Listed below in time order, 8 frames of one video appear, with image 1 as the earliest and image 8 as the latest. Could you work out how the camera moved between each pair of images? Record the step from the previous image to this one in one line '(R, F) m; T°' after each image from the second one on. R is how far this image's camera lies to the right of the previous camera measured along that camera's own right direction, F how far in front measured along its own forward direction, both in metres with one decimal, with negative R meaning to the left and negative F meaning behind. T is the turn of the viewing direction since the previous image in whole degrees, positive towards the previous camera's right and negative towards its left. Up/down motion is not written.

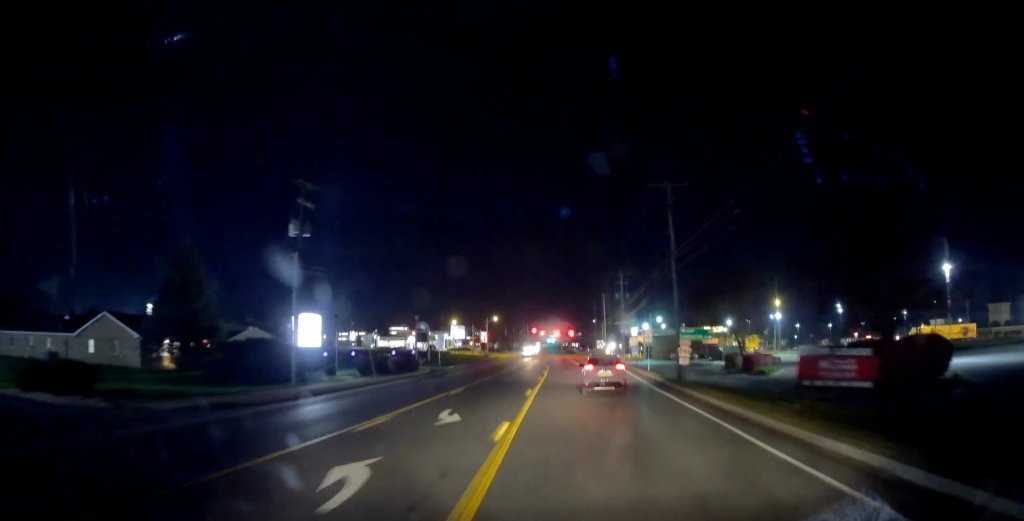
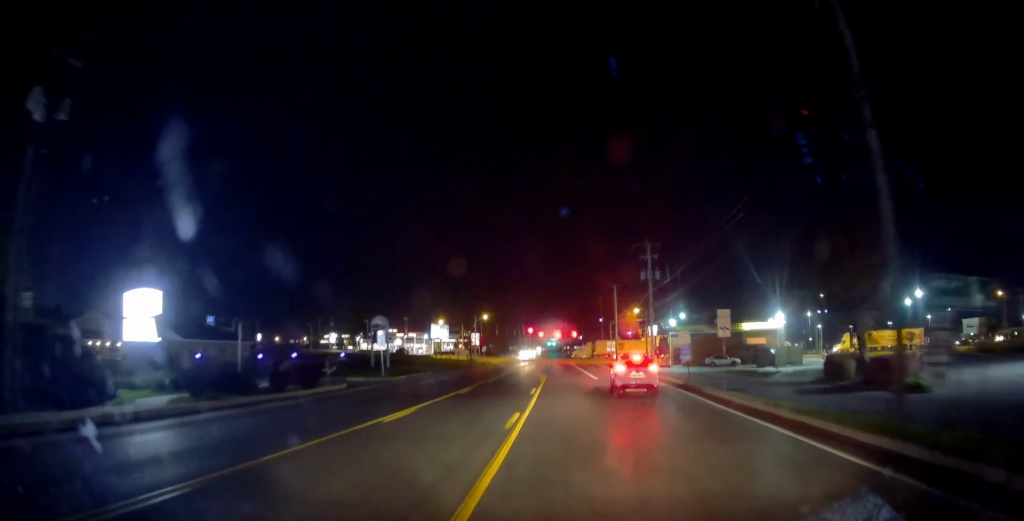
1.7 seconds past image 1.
(-0.1, +22.3) m; -1°
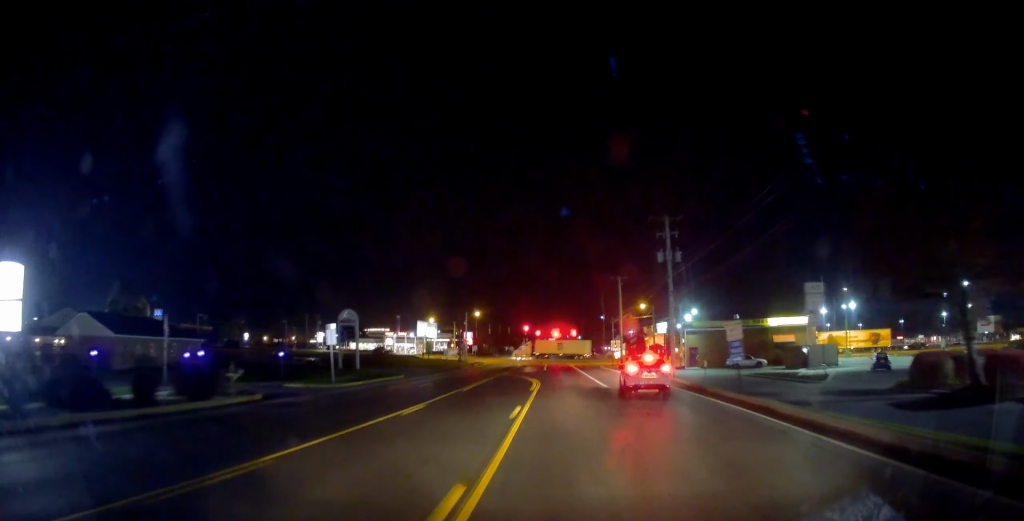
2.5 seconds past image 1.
(0.0, +10.1) m; 0°
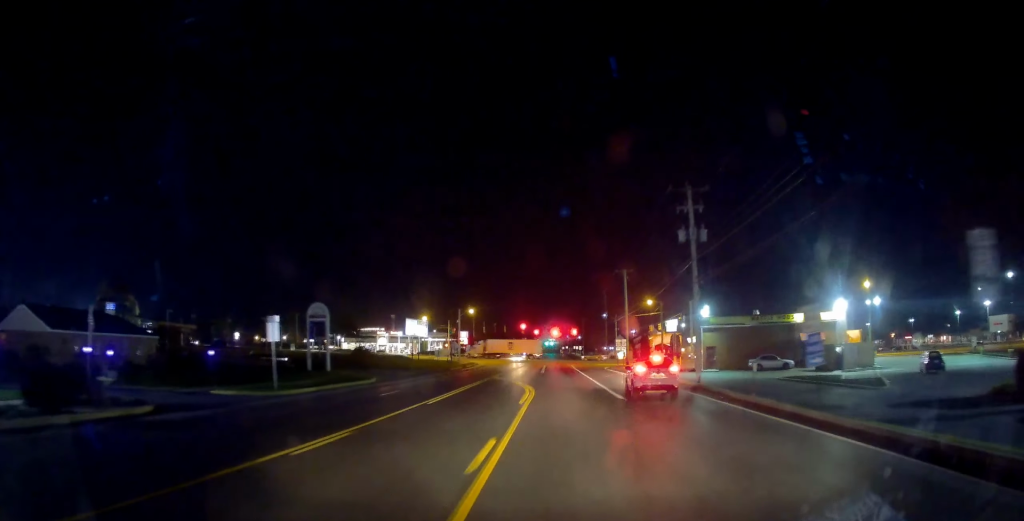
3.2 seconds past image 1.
(+0.1, +7.9) m; 0°
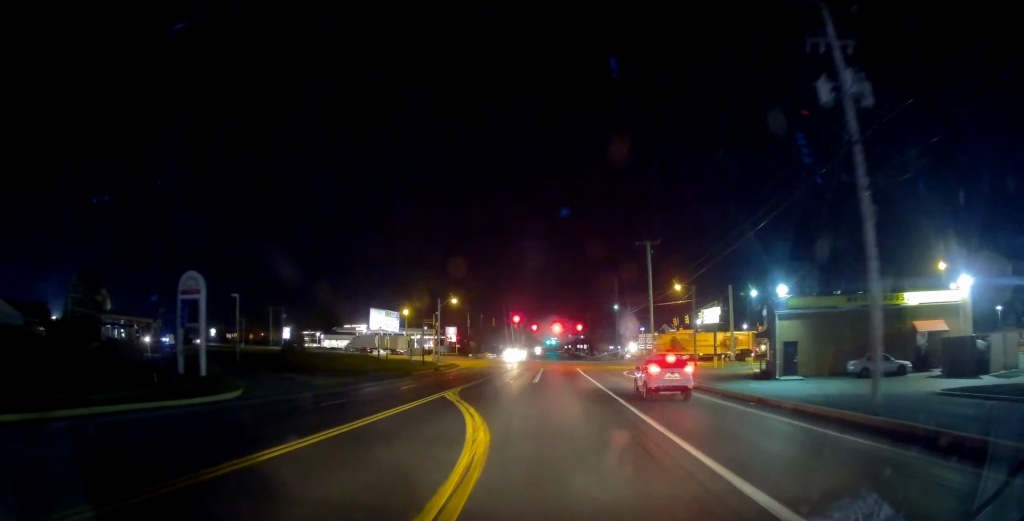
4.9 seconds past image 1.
(-0.2, +20.7) m; 0°
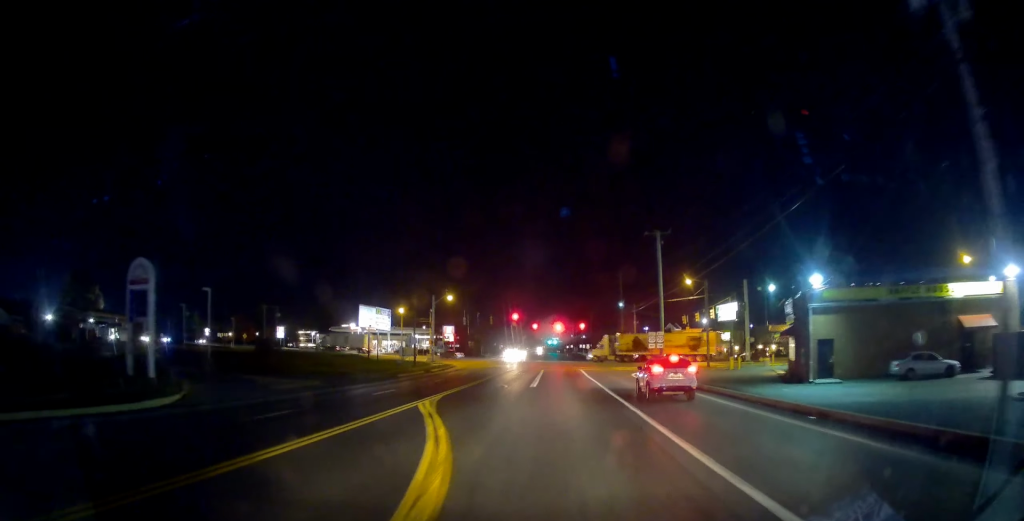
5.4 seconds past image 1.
(0.0, +5.4) m; +1°
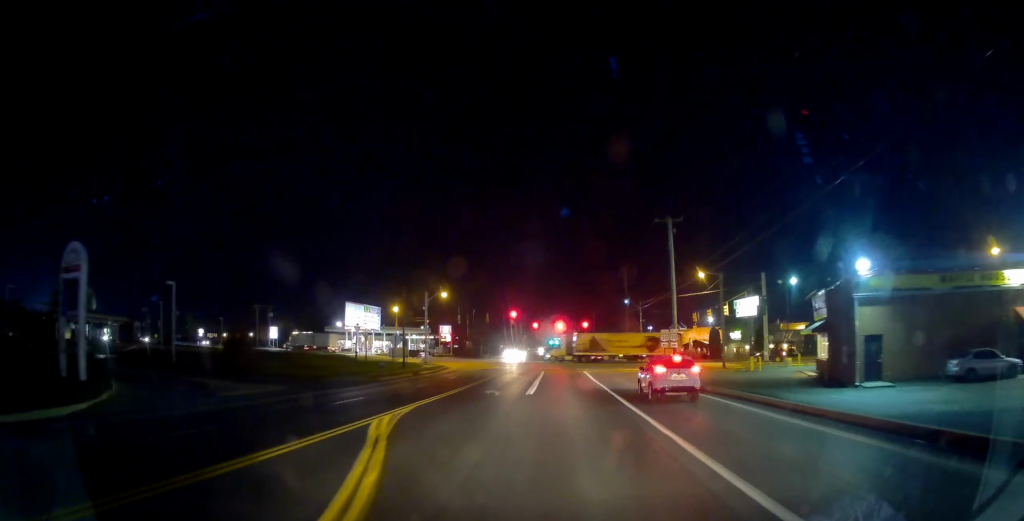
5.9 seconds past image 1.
(+0.2, +5.6) m; +1°
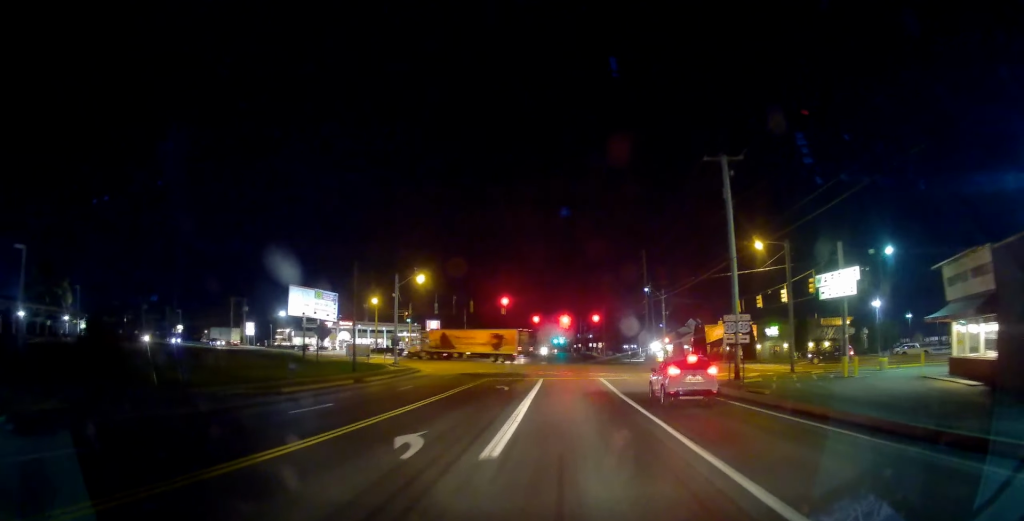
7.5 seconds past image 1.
(0.0, +17.1) m; -1°
